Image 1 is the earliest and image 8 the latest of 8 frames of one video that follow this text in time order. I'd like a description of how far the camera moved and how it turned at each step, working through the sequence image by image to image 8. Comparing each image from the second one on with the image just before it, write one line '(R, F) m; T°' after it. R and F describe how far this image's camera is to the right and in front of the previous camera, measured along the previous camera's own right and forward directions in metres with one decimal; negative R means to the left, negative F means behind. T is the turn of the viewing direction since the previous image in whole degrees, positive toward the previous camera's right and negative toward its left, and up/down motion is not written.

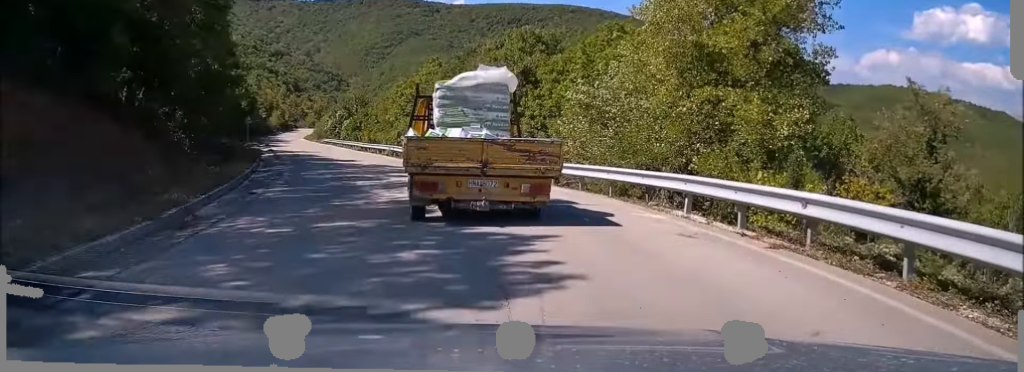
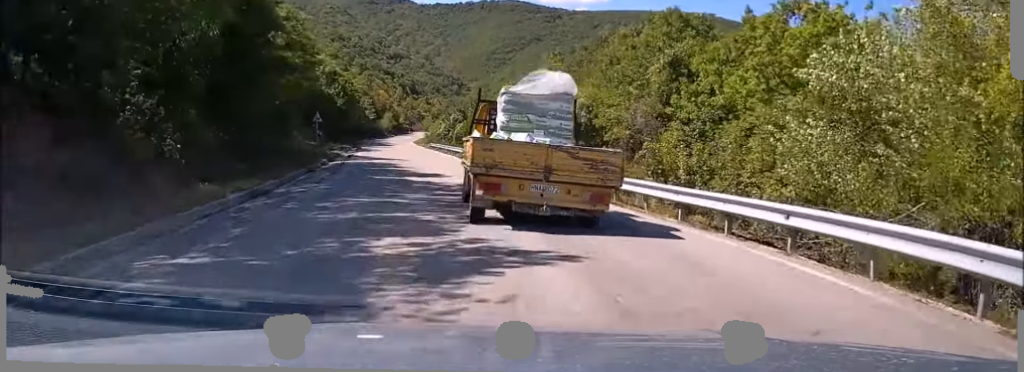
(-1.0, +10.7) m; -9°
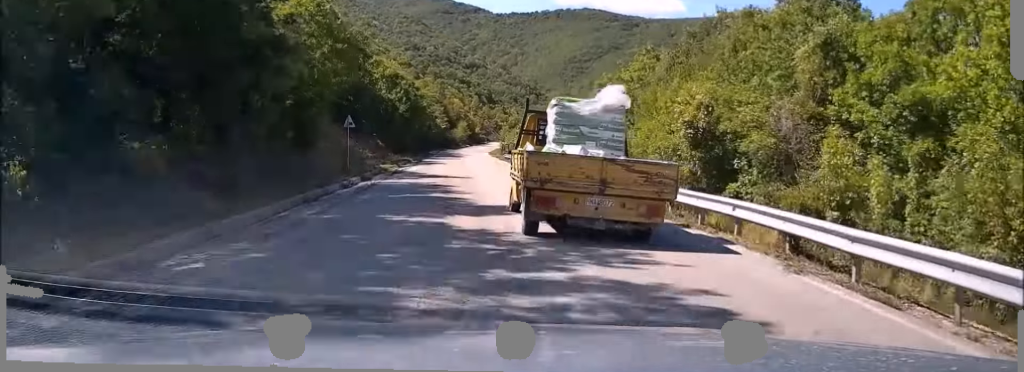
(-0.1, +9.2) m; -6°
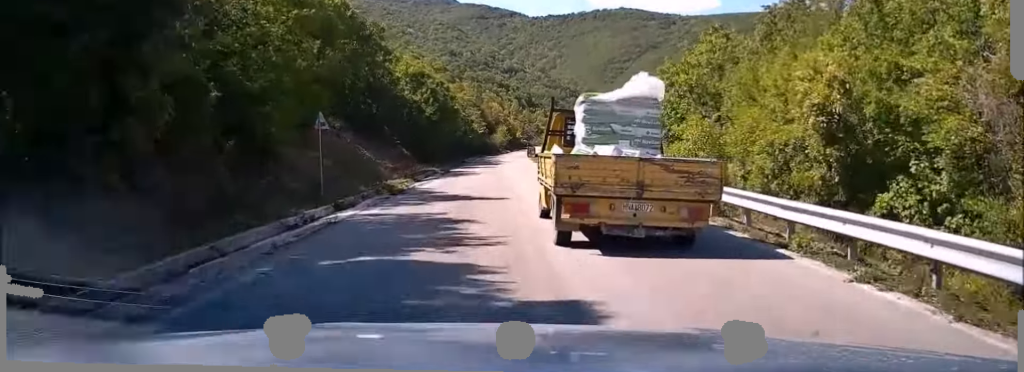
(-0.7, +10.0) m; -3°
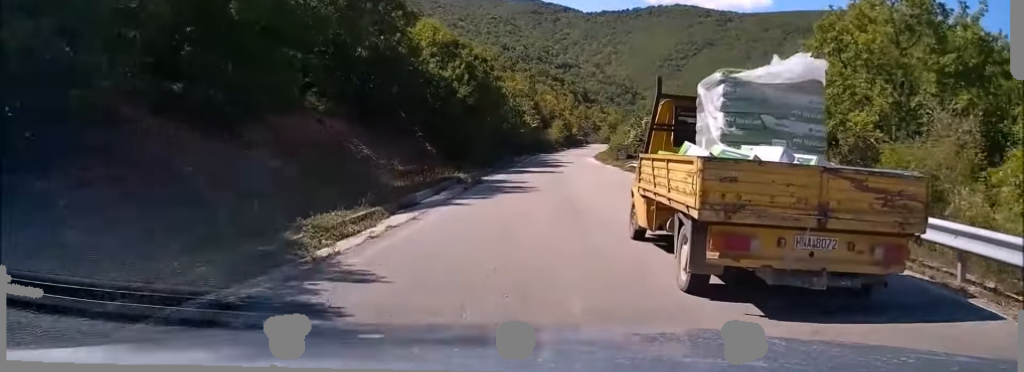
(-0.7, +17.3) m; -2°
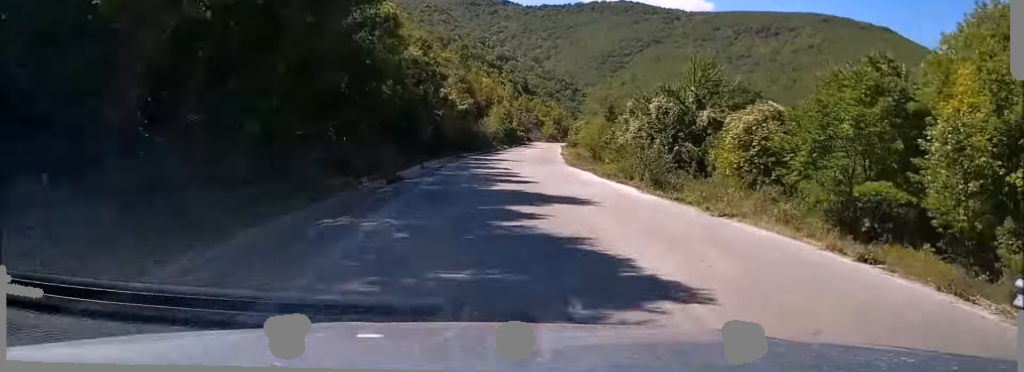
(+1.5, +40.0) m; +5°
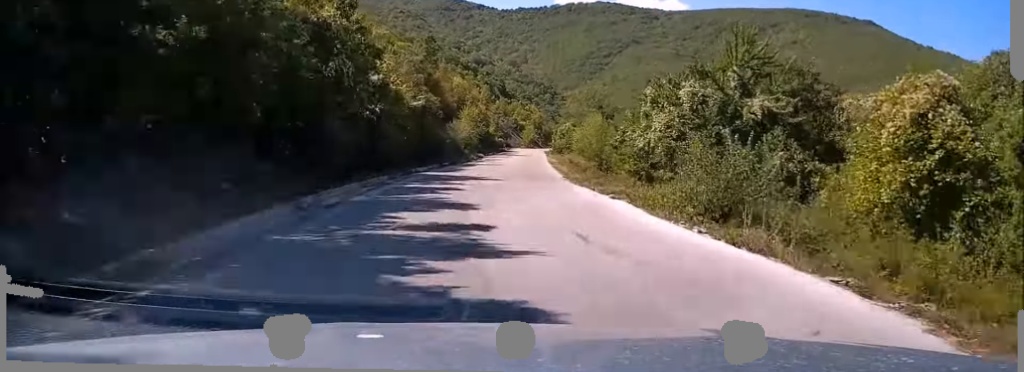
(+0.3, +16.7) m; +2°
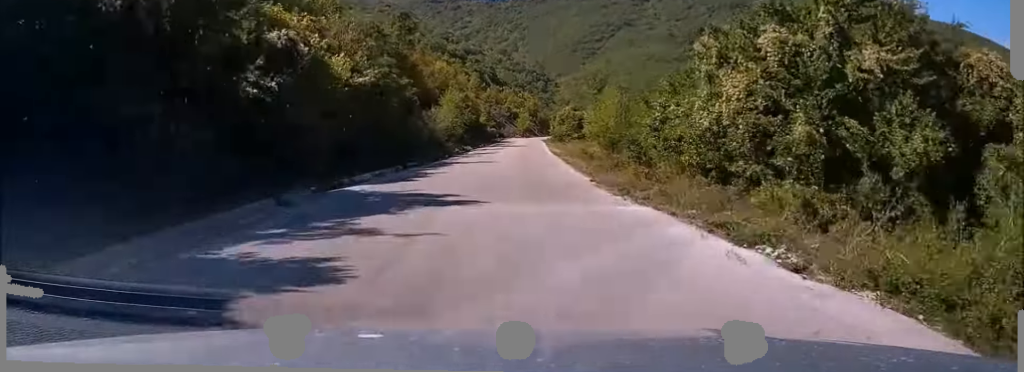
(+0.1, +14.6) m; 0°
